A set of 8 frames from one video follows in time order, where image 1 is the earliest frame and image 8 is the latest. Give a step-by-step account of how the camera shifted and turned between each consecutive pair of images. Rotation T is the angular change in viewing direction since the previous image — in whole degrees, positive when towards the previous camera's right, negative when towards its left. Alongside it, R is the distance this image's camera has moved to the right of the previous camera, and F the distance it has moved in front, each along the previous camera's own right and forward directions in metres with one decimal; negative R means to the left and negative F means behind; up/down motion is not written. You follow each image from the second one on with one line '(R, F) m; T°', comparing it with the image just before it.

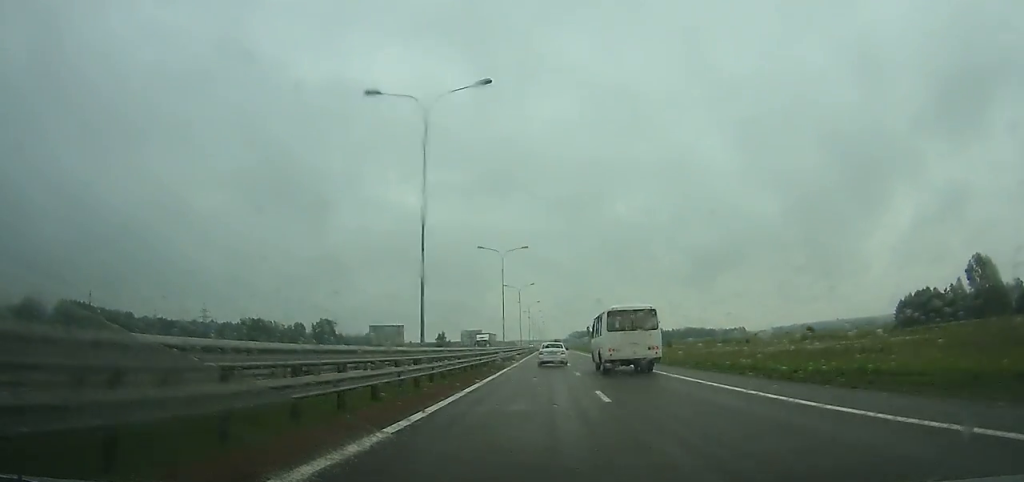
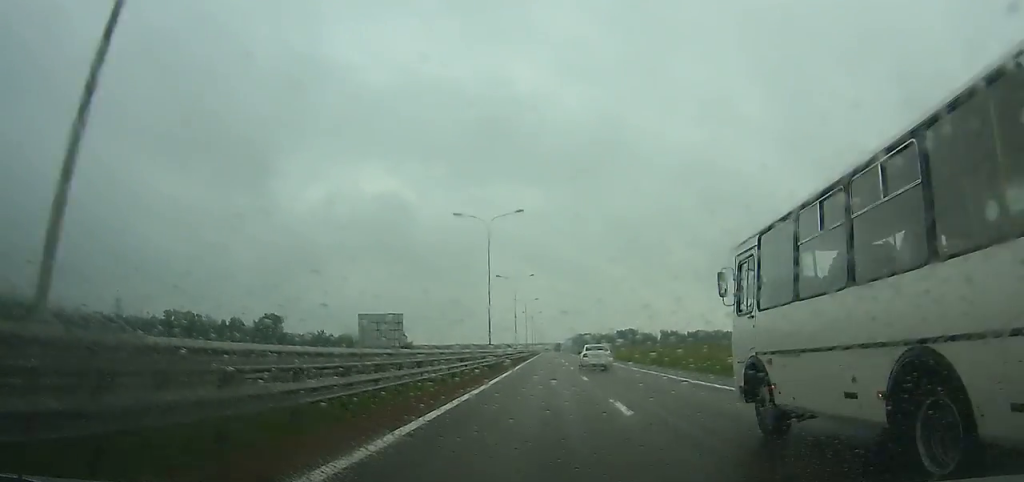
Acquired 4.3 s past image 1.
(-0.4, +98.8) m; 0°
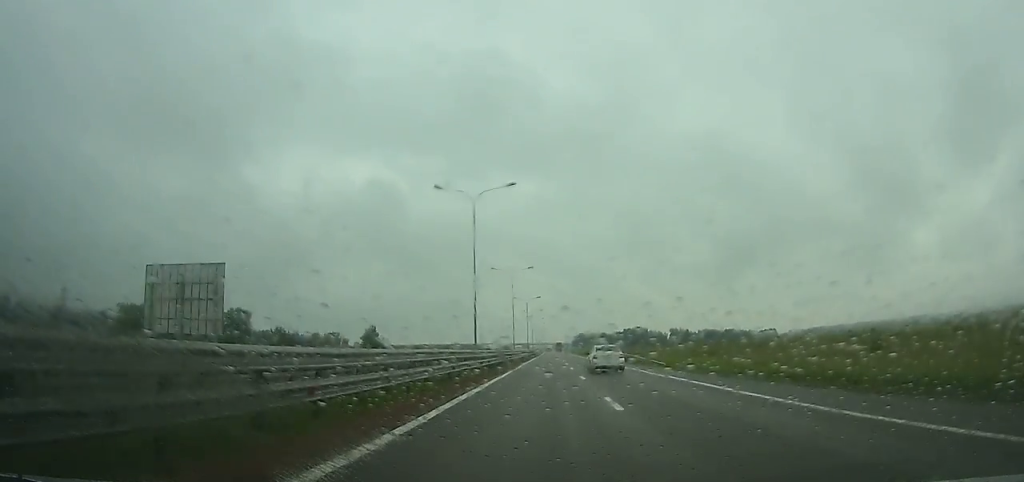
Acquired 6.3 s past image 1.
(+0.1, +46.3) m; 0°
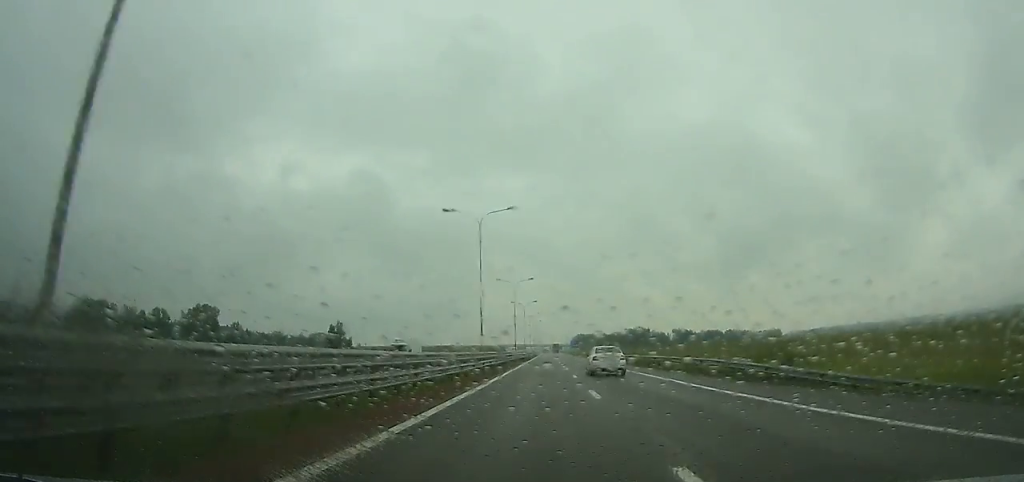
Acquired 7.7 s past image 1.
(+0.1, +32.8) m; 0°
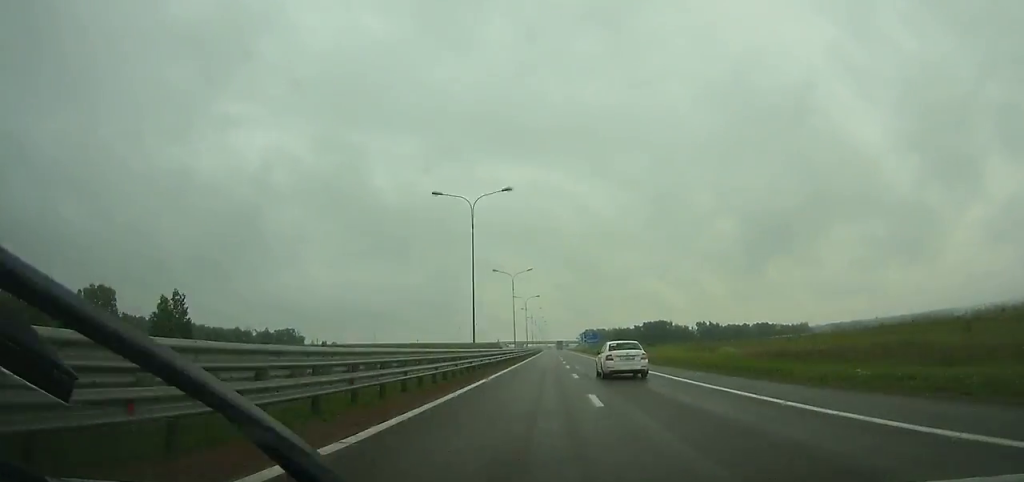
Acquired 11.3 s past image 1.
(0.0, +86.5) m; 0°
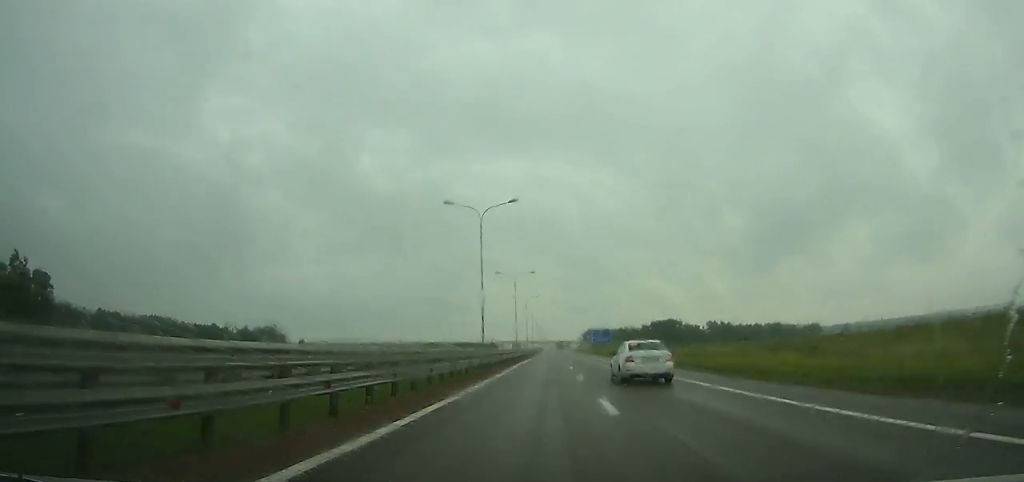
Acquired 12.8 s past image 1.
(-0.1, +36.7) m; 0°
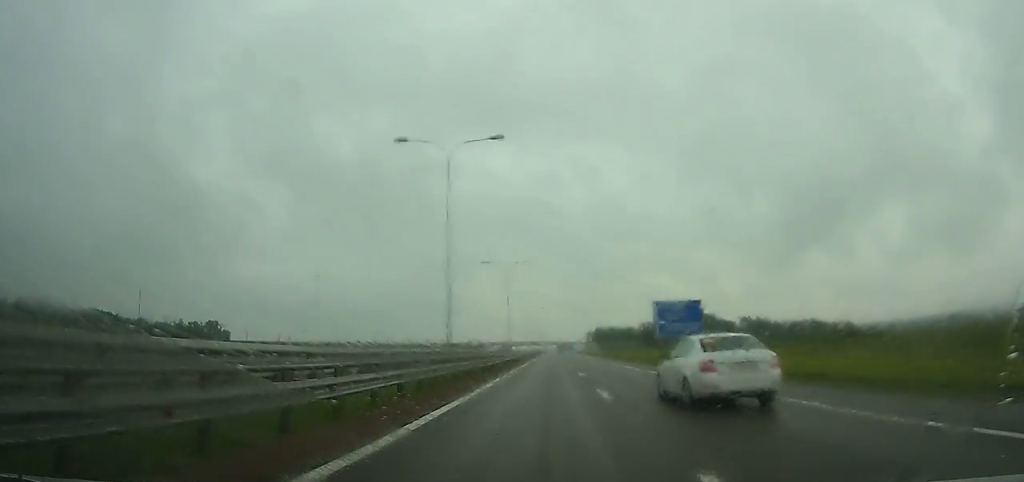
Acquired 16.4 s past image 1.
(+0.3, +91.6) m; 0°
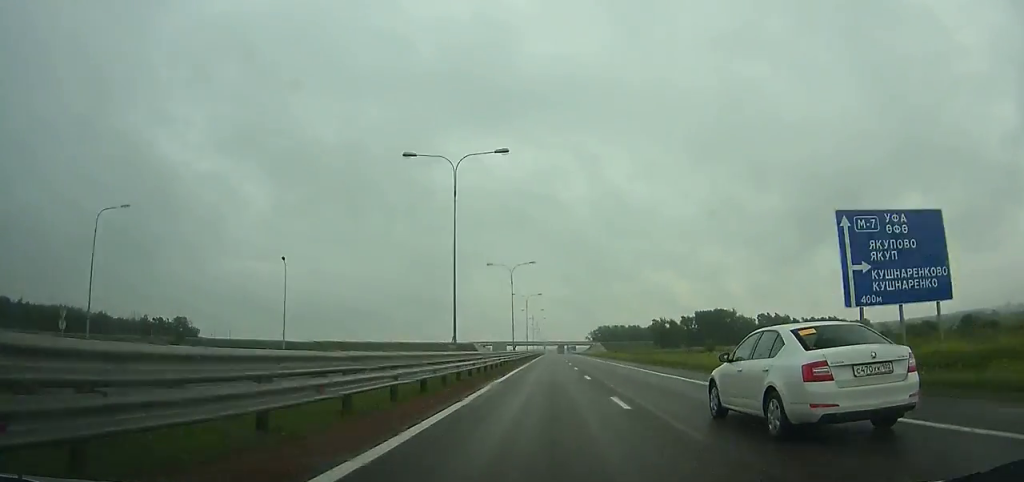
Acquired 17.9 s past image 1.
(-0.1, +39.3) m; 0°
